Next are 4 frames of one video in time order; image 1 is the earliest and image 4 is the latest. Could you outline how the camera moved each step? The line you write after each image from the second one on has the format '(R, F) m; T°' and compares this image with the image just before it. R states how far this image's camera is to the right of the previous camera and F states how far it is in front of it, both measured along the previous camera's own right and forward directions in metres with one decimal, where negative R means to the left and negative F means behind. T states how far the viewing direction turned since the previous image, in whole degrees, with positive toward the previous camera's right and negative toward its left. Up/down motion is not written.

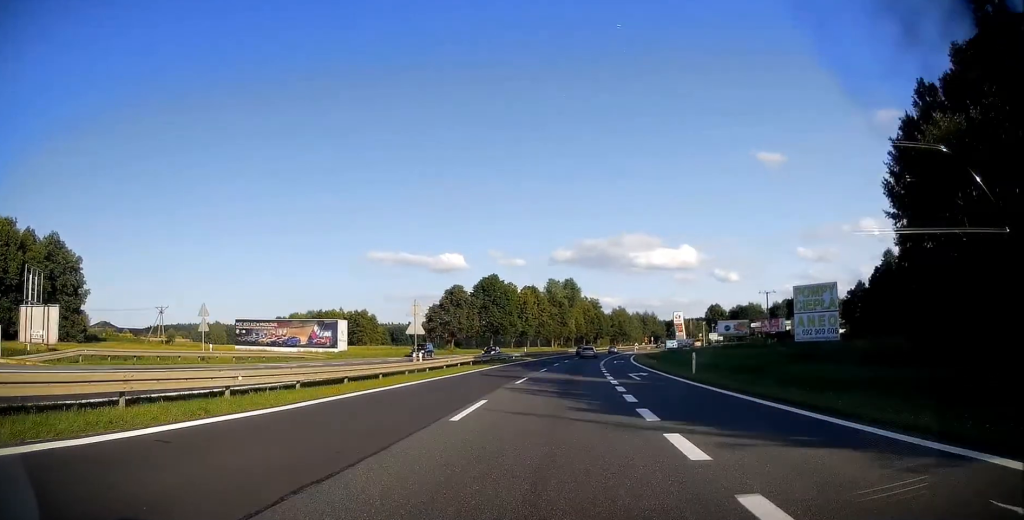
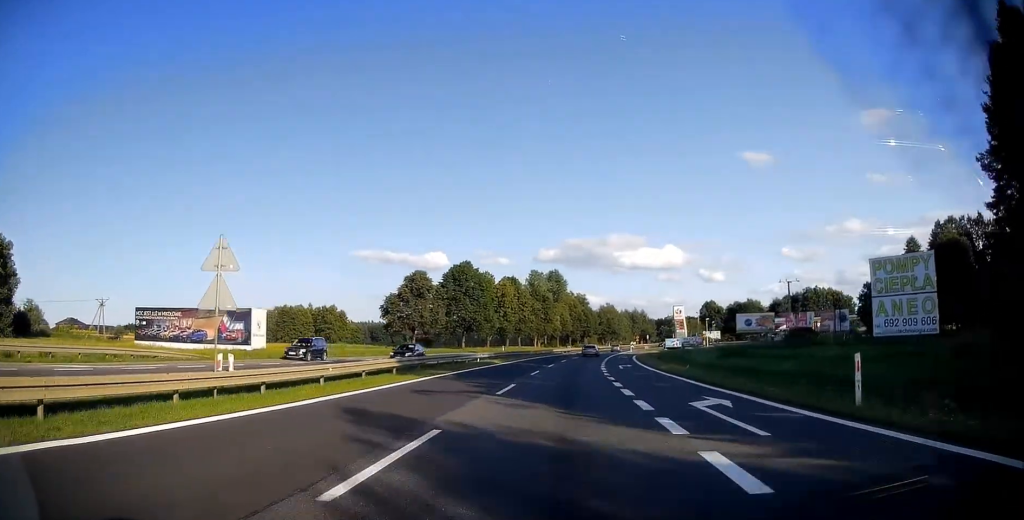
(+0.1, +17.7) m; +1°
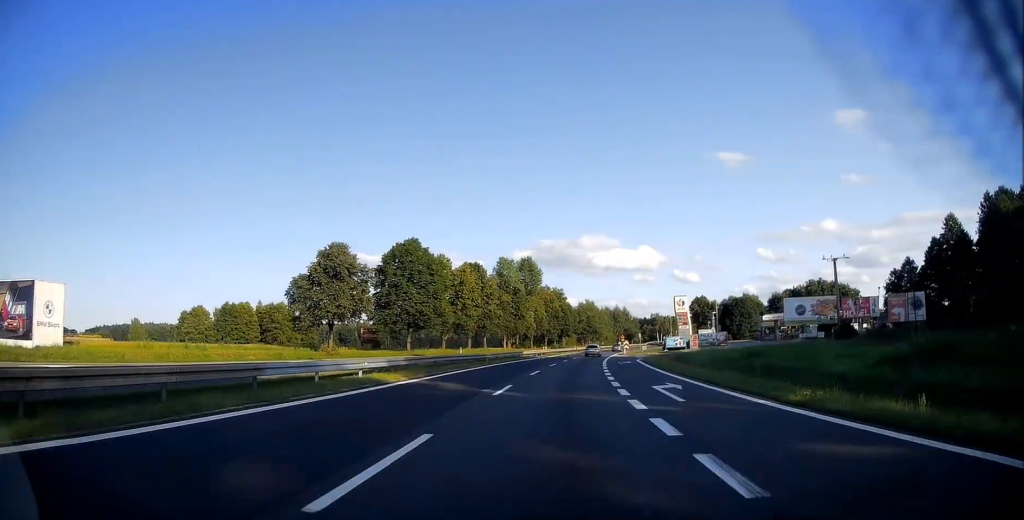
(+0.5, +24.0) m; +2°
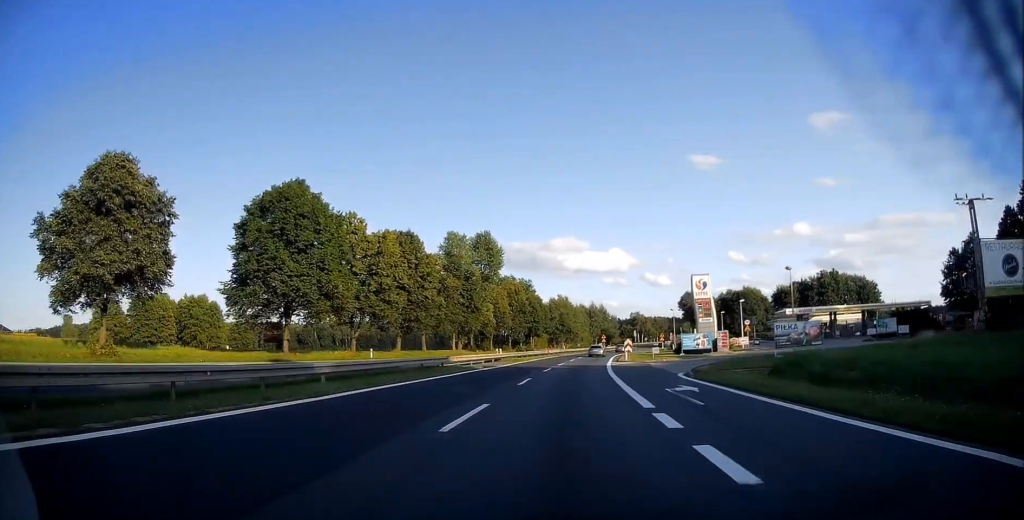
(+0.7, +31.1) m; +3°
